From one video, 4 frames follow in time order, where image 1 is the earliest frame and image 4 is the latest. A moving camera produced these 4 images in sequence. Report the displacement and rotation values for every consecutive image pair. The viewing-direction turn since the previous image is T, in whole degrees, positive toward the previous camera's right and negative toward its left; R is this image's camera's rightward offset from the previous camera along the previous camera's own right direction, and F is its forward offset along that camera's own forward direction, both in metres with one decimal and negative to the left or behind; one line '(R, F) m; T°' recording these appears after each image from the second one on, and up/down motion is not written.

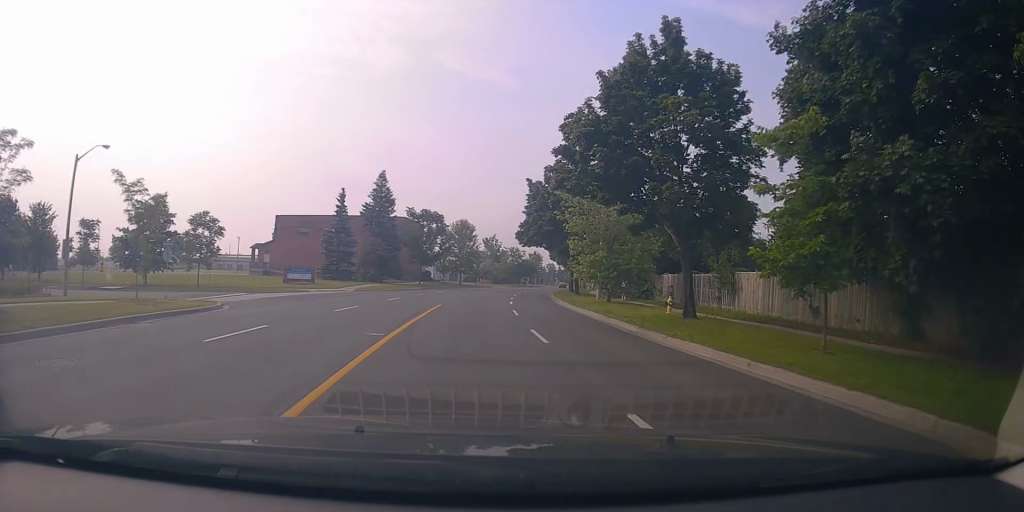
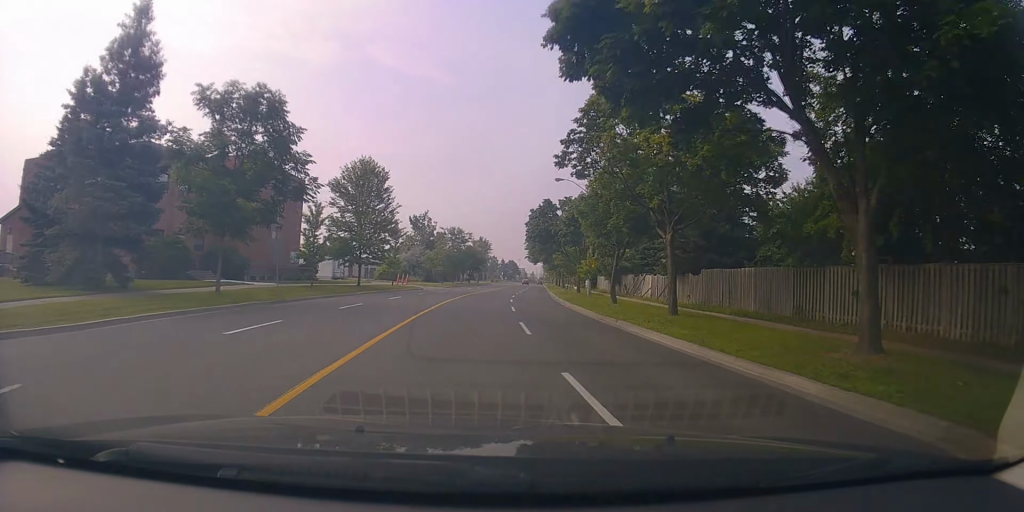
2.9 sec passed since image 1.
(+3.3, +43.4) m; +7°
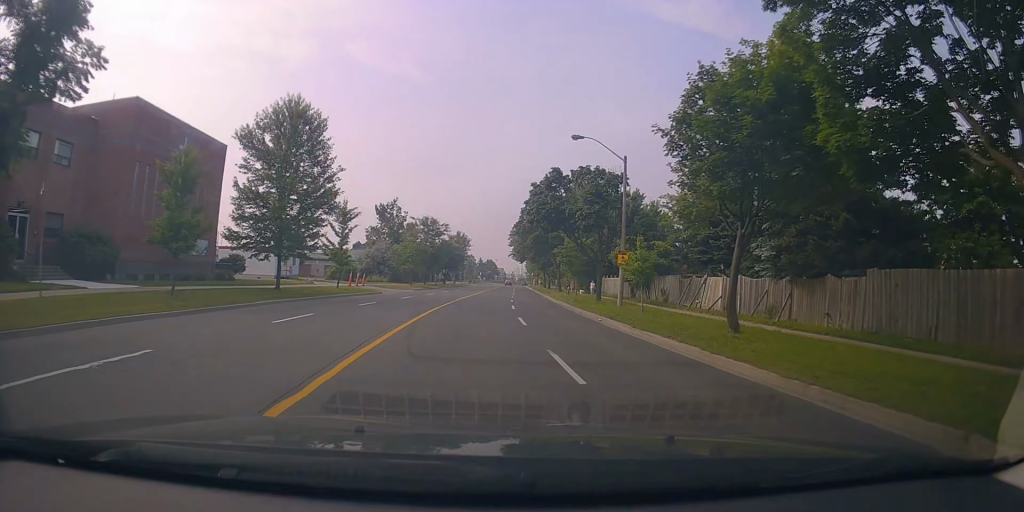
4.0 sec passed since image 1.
(+0.1, +15.4) m; +3°
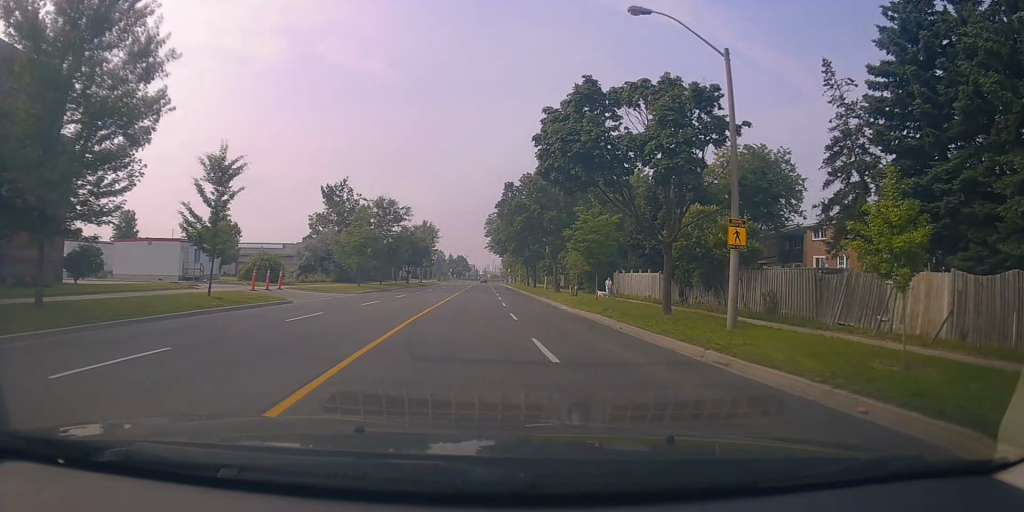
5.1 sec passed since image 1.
(+0.9, +16.9) m; +3°
